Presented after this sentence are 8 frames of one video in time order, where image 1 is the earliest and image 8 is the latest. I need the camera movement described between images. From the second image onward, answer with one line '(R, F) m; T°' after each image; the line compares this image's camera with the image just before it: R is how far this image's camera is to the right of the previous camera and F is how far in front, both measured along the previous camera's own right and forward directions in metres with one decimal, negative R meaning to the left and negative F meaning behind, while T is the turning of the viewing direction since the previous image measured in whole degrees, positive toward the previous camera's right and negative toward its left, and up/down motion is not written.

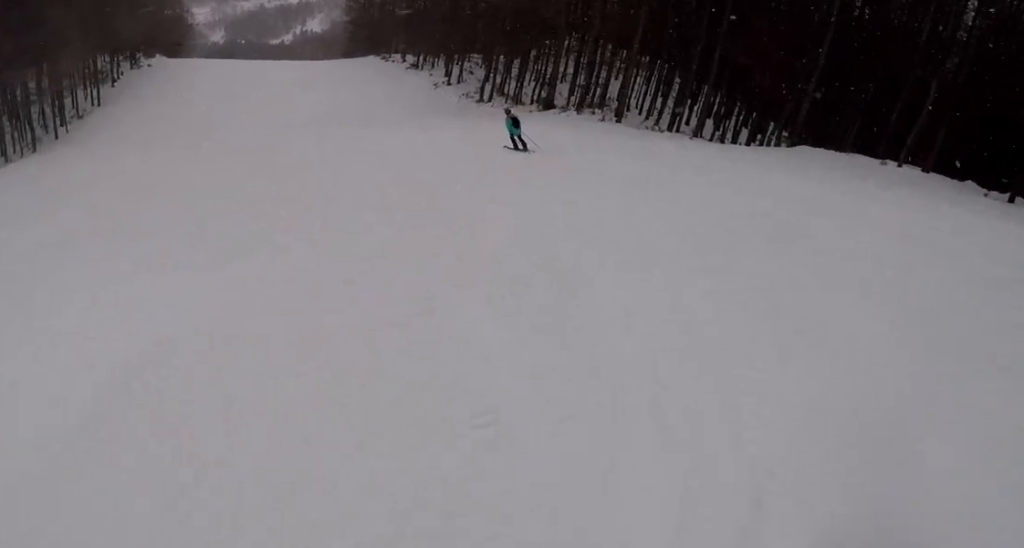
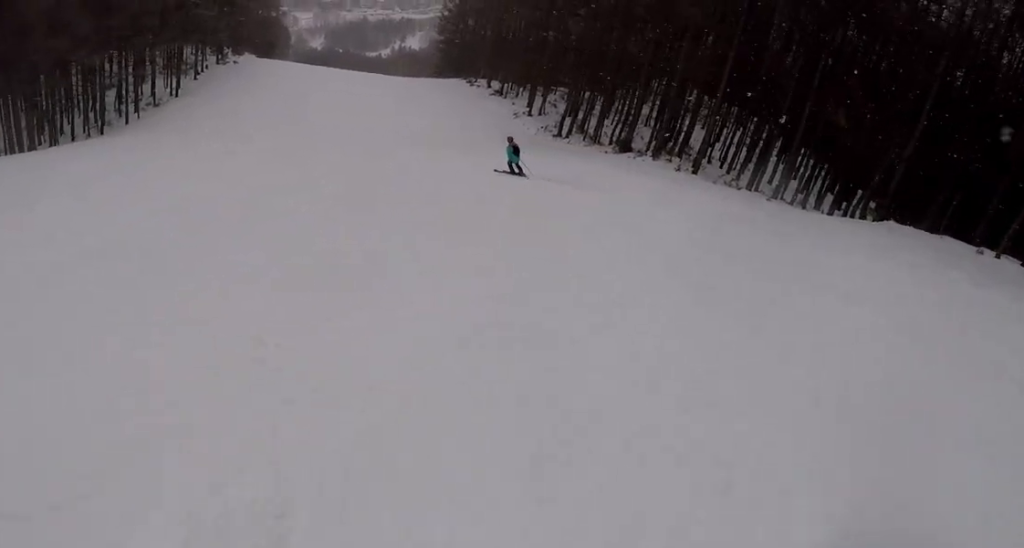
(+0.1, +3.1) m; -6°
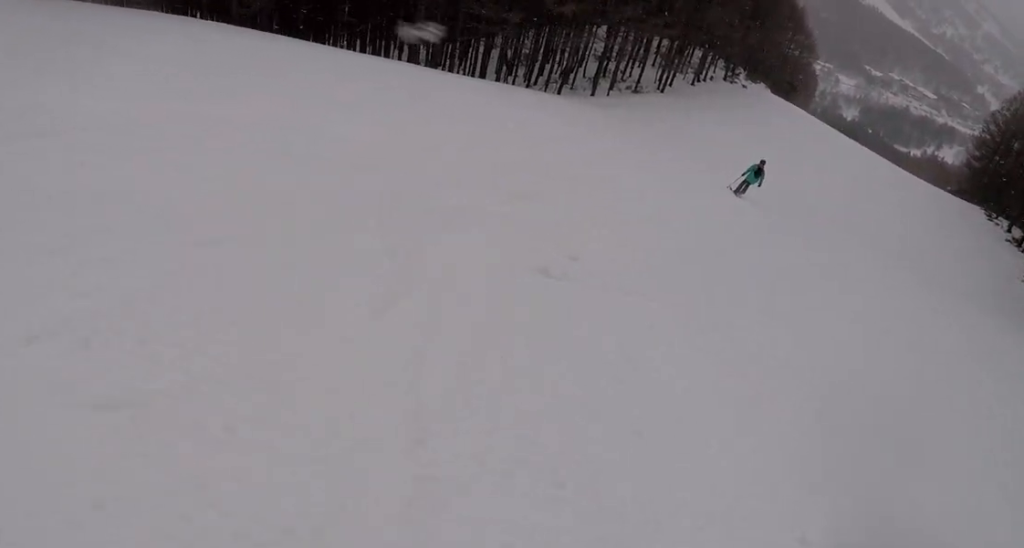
(-3.5, +8.2) m; -46°
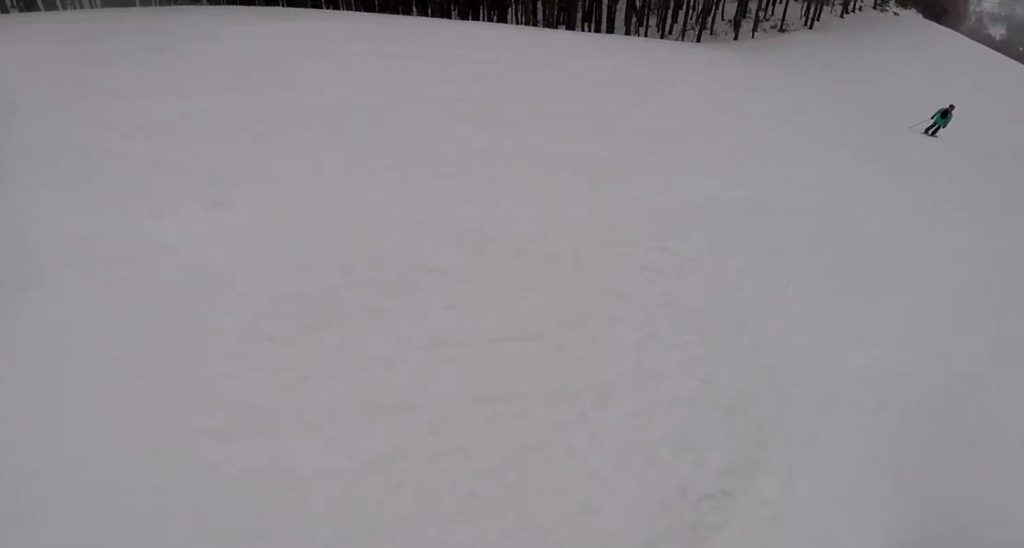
(-0.8, +5.6) m; -2°
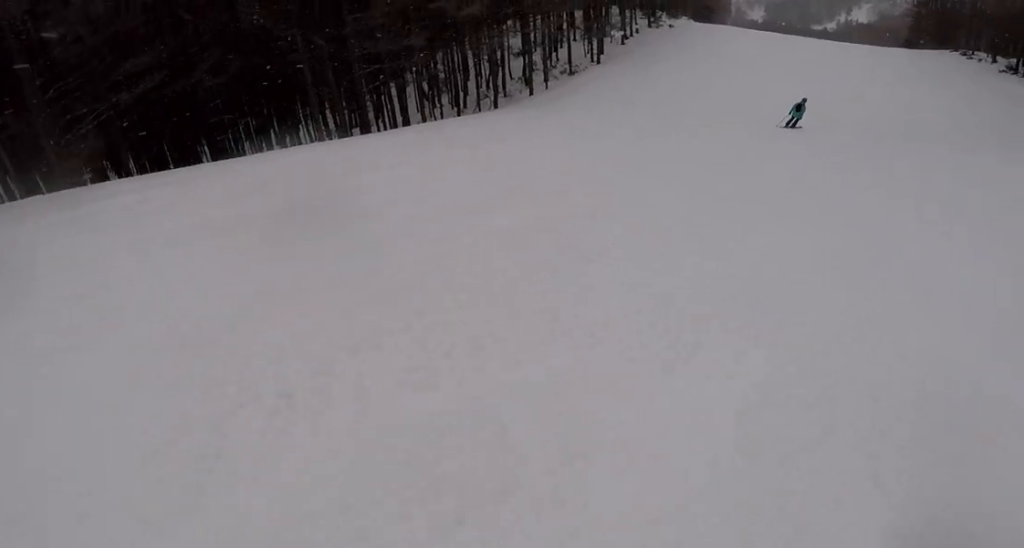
(+0.3, +3.4) m; +13°
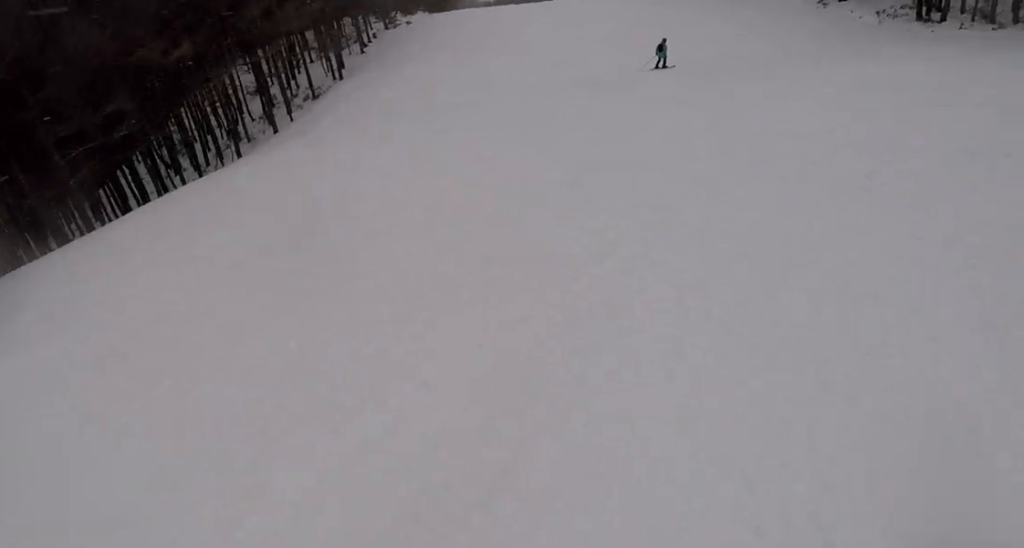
(+1.2, +5.4) m; +14°
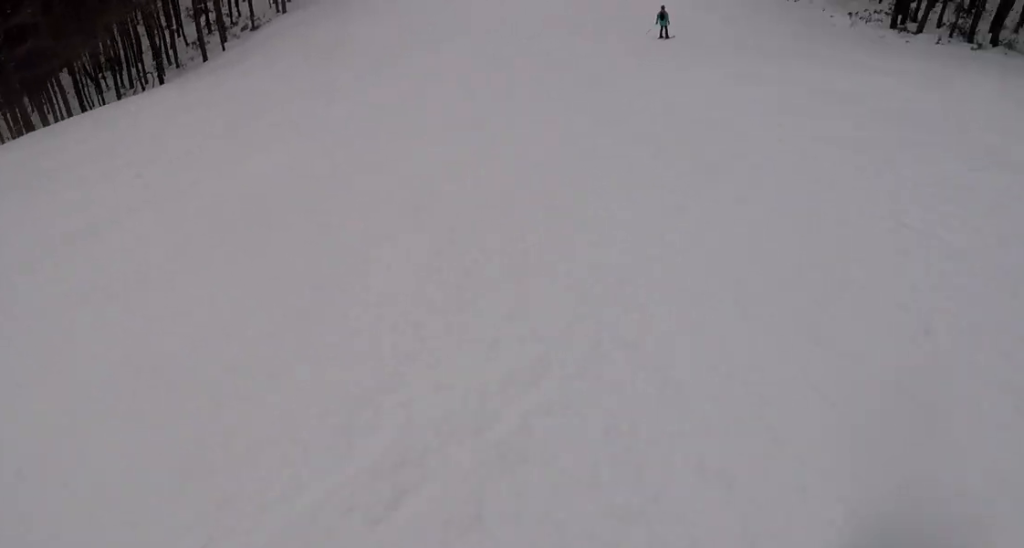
(+1.0, +2.7) m; -1°
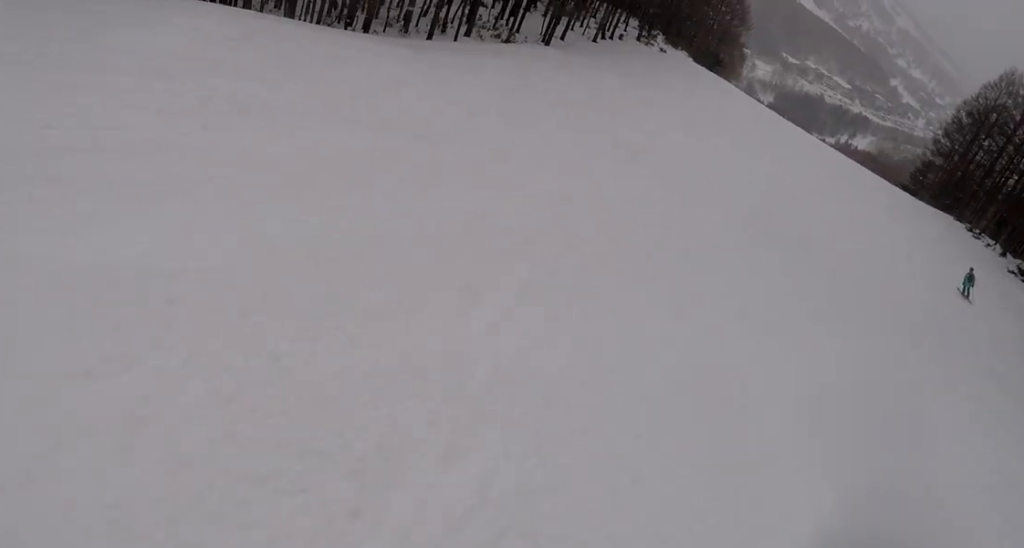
(-2.5, +7.8) m; -20°
